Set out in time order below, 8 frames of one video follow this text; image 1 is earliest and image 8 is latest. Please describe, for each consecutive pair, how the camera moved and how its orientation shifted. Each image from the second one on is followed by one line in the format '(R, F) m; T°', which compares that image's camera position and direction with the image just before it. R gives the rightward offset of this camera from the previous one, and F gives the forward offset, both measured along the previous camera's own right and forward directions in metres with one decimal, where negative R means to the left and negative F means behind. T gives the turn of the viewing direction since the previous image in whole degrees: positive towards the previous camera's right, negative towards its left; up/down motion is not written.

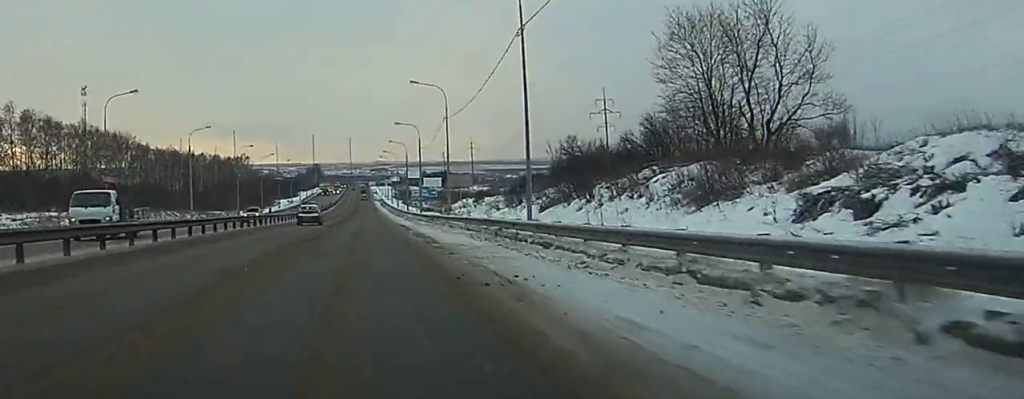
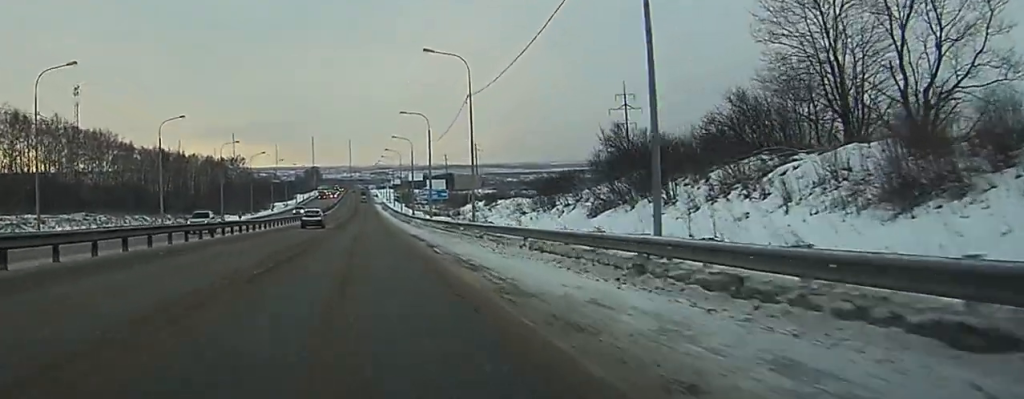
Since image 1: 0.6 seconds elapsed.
(0.0, +16.4) m; 0°
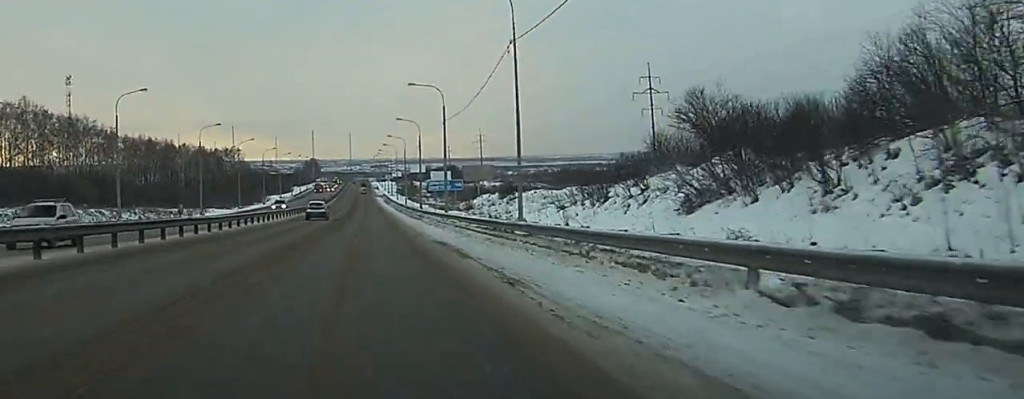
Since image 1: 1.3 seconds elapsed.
(0.0, +16.4) m; 0°
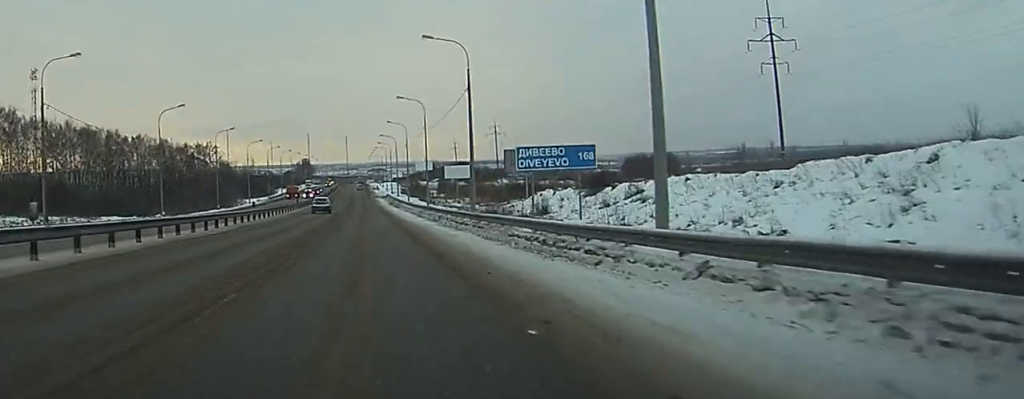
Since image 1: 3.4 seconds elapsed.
(-0.1, +54.5) m; 0°
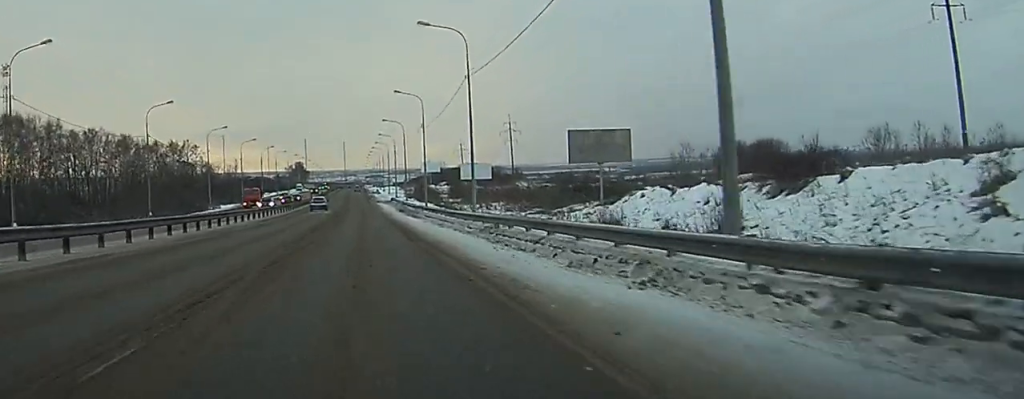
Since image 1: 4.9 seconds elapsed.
(+0.1, +39.1) m; 0°
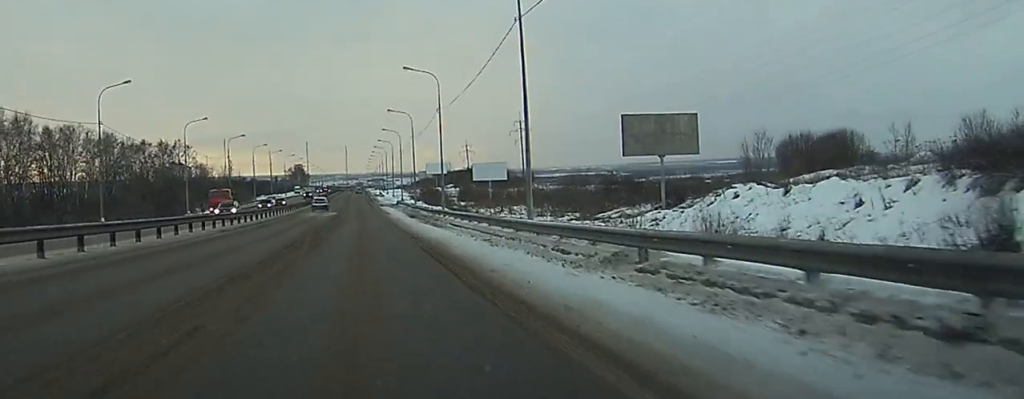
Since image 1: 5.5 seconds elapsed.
(0.0, +16.6) m; 0°
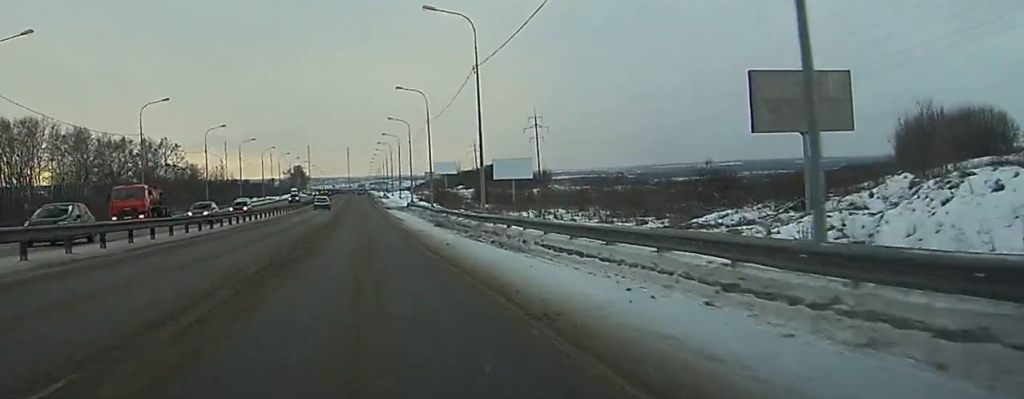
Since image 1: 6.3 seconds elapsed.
(0.0, +21.9) m; 0°
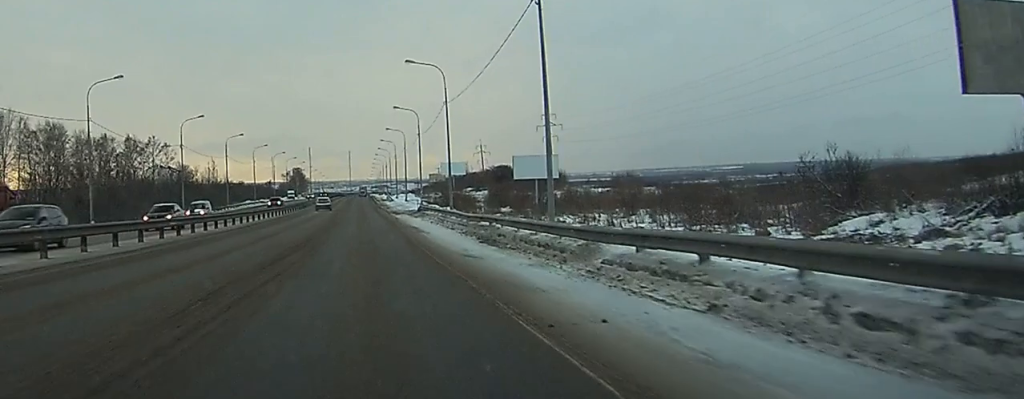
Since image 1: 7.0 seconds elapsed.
(-0.1, +16.7) m; 0°
